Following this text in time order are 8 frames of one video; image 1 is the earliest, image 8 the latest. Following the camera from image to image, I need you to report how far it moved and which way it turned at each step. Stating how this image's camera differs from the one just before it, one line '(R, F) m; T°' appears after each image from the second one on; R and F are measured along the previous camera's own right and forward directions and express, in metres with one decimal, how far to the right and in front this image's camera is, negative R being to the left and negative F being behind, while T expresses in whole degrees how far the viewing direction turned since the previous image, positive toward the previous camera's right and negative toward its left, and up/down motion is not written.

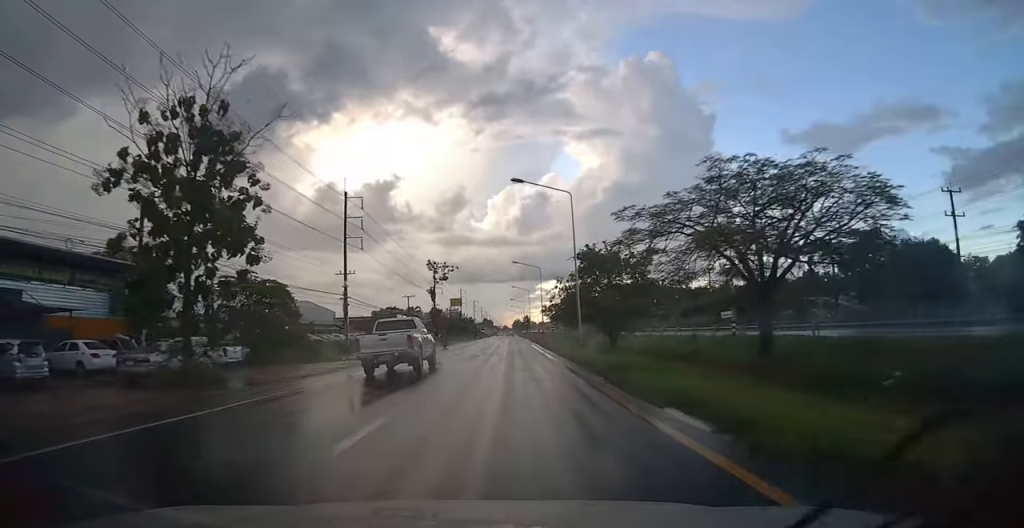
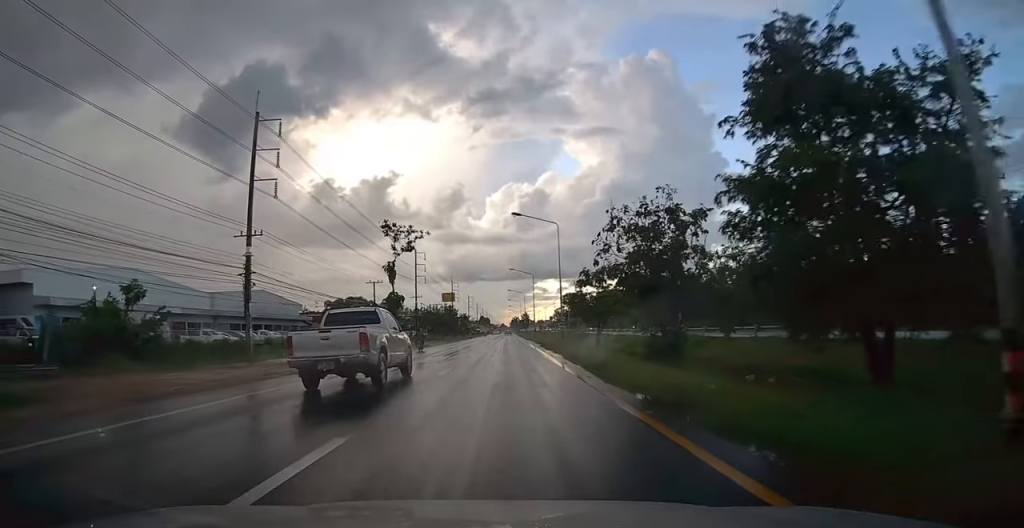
(+0.1, +26.5) m; 0°
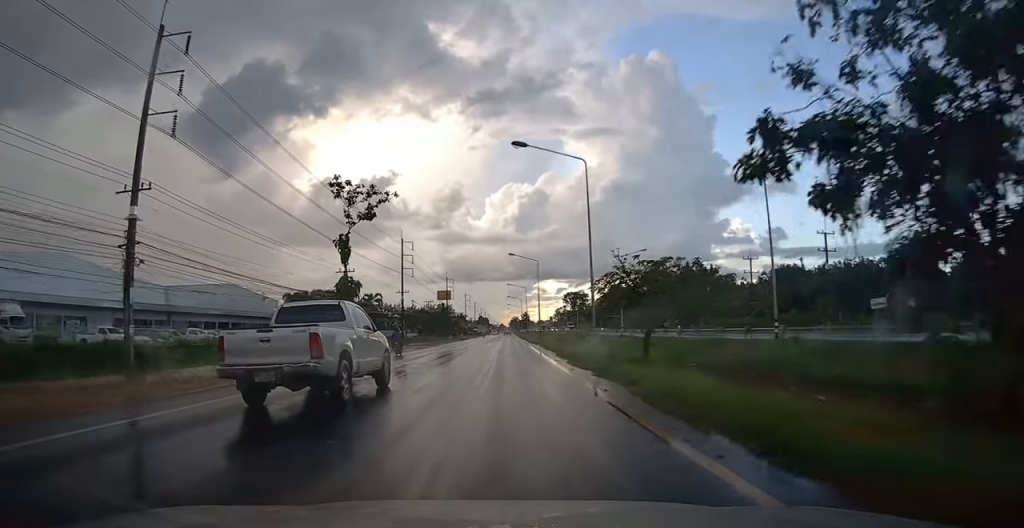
(0.0, +15.2) m; 0°
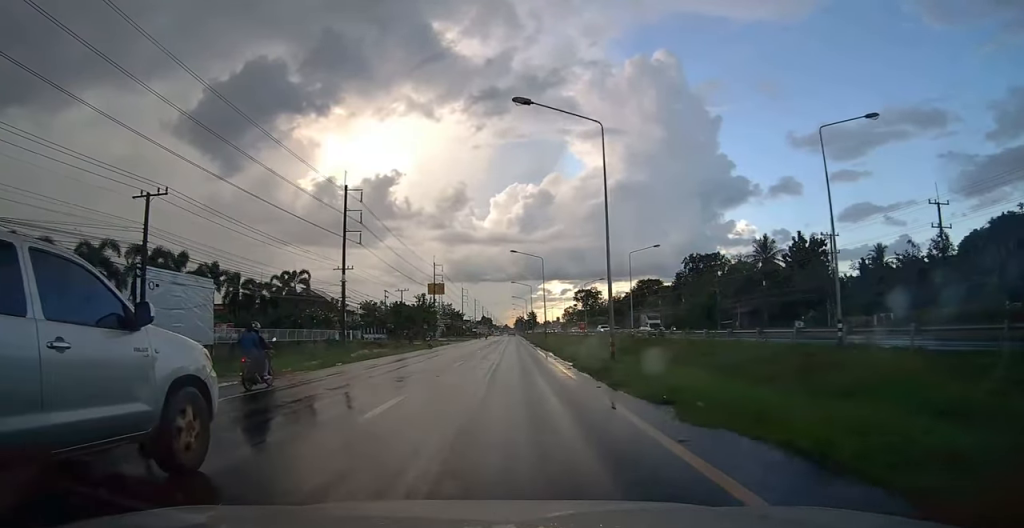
(0.0, +41.5) m; 0°
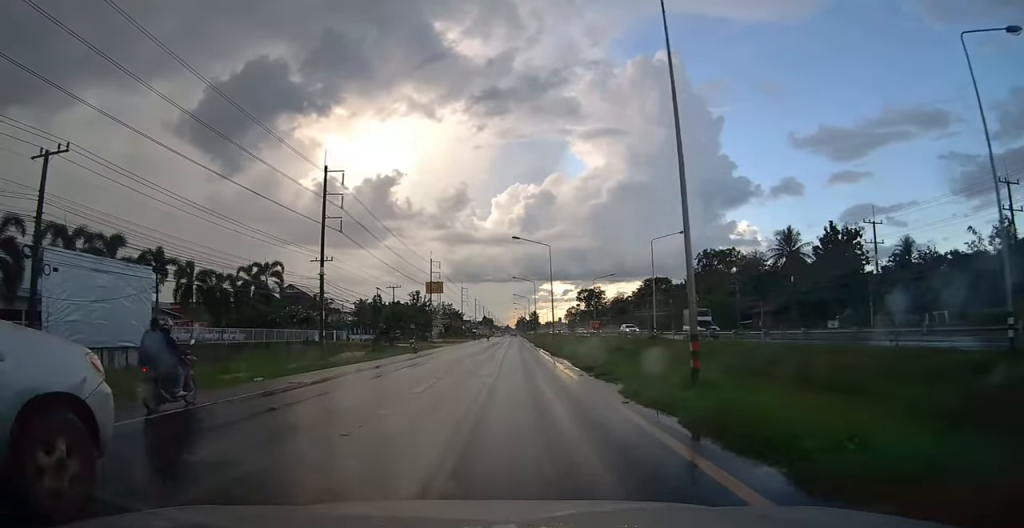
(-0.1, +8.6) m; 0°
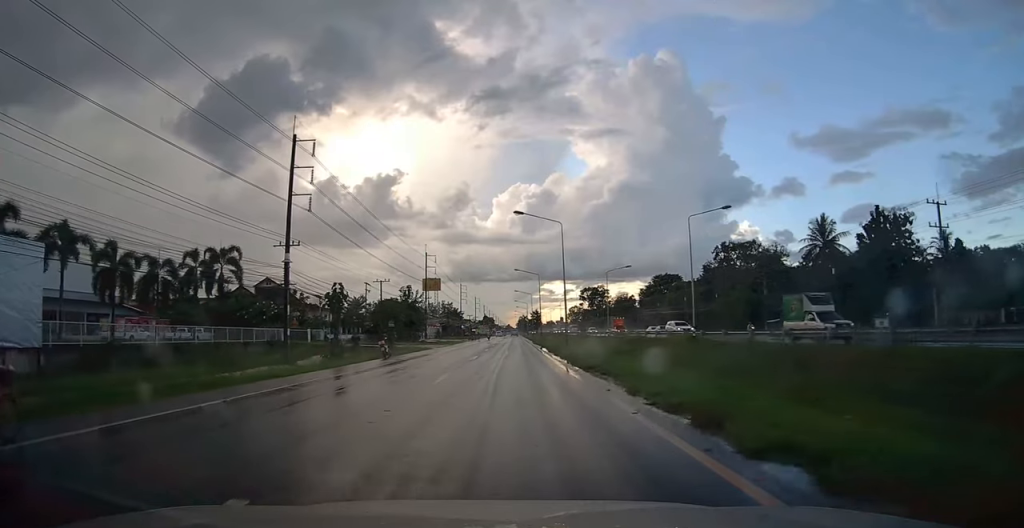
(0.0, +10.0) m; 0°
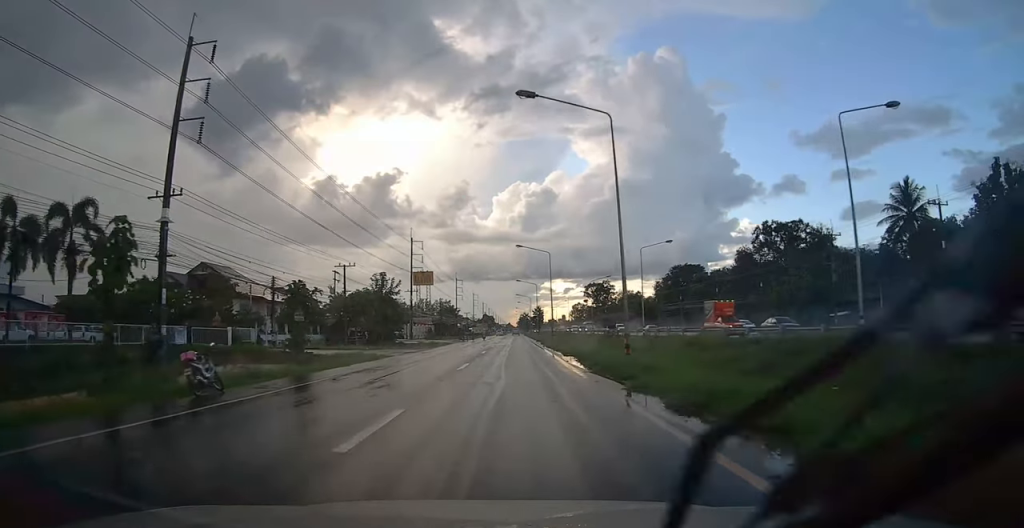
(0.0, +19.1) m; 0°
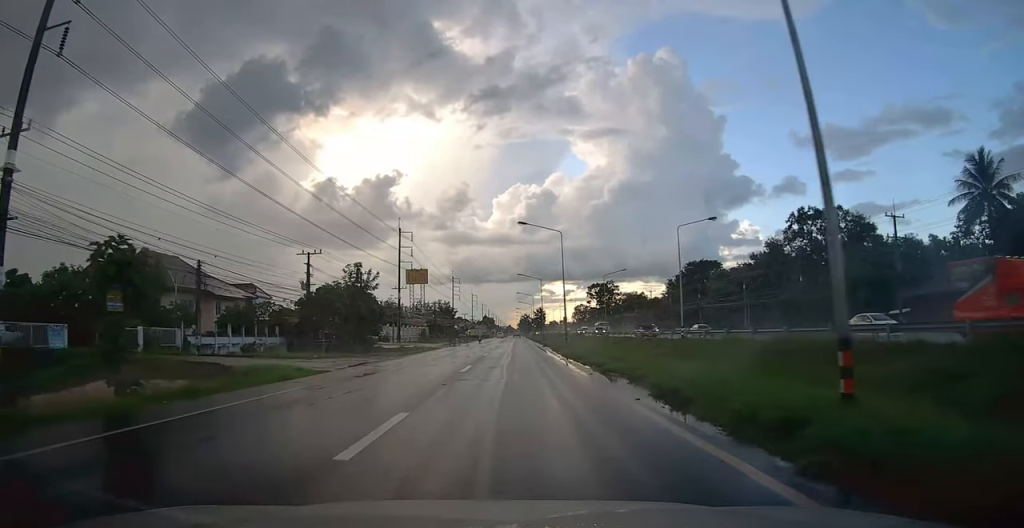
(0.0, +12.2) m; 0°
